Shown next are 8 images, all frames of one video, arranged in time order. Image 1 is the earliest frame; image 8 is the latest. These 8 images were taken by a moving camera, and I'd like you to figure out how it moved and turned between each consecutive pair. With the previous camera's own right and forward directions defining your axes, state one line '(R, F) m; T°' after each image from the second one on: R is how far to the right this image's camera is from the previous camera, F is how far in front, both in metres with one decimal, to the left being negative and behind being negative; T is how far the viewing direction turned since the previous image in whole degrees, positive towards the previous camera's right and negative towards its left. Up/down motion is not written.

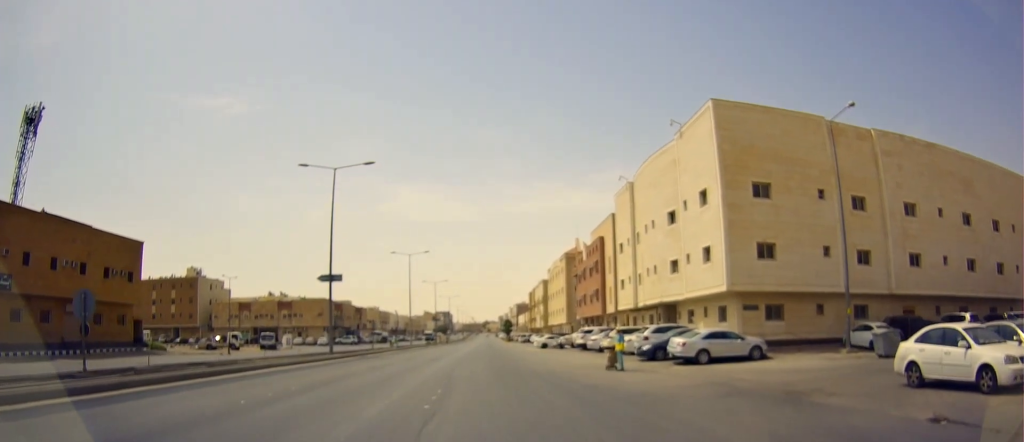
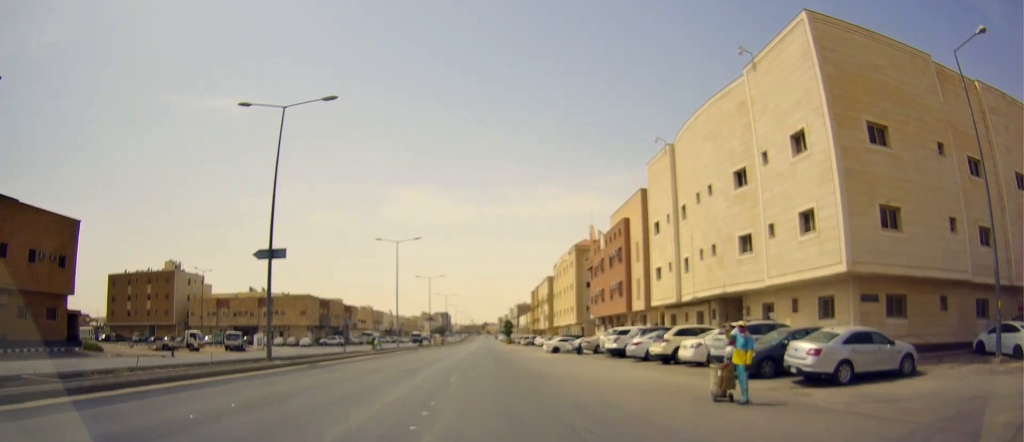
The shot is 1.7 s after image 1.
(+0.6, +10.6) m; +2°
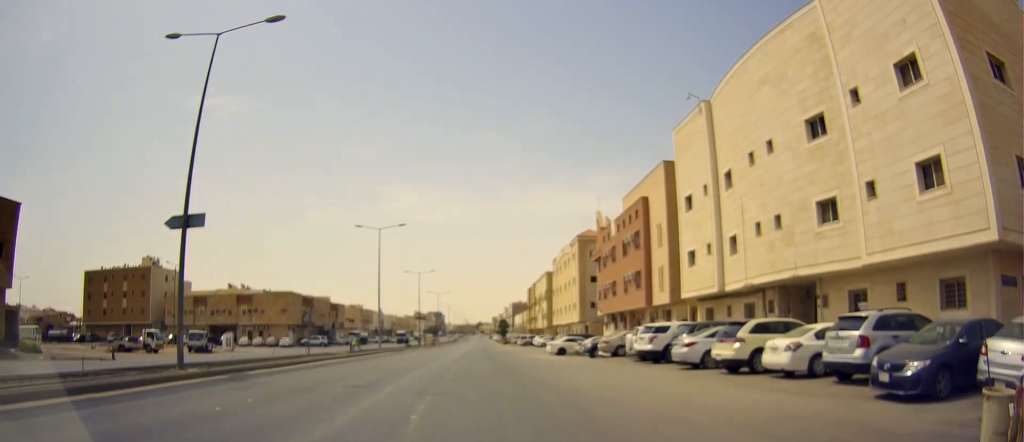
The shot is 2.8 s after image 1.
(-0.3, +7.9) m; -2°
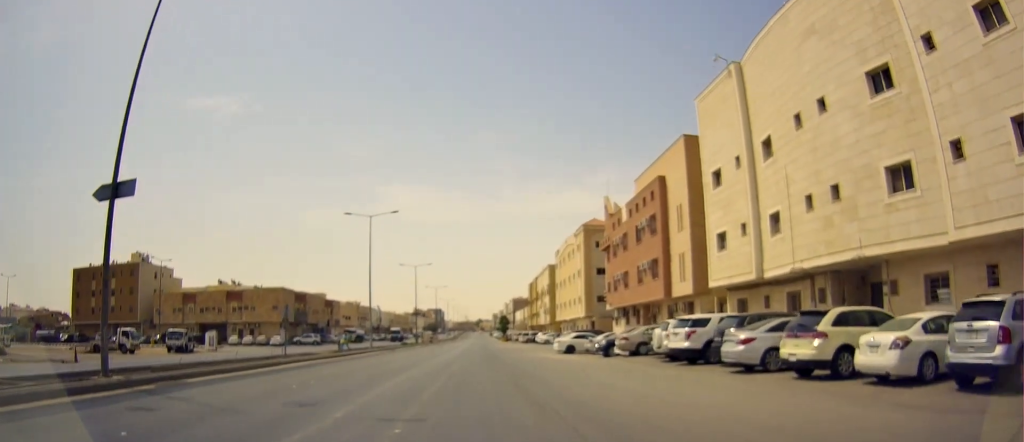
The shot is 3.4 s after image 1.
(+0.3, +4.5) m; -1°
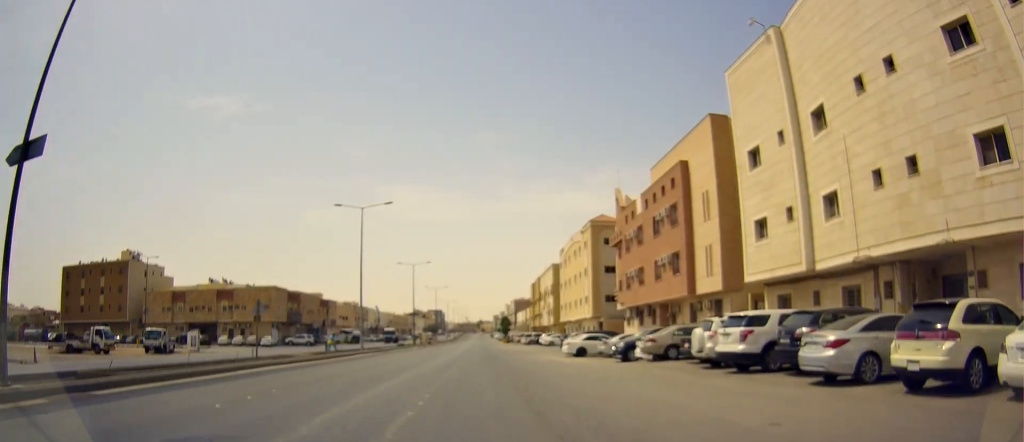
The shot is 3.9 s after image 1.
(-0.4, +4.4) m; 0°
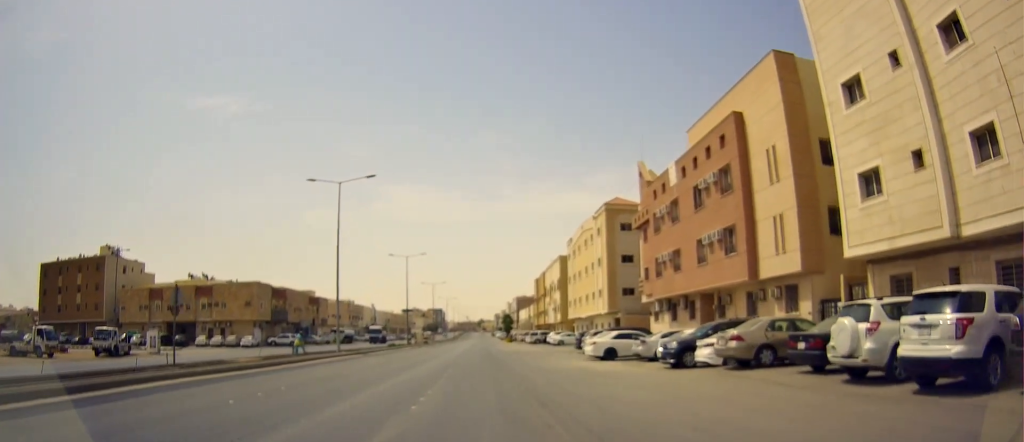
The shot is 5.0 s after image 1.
(+0.2, +8.3) m; +2°
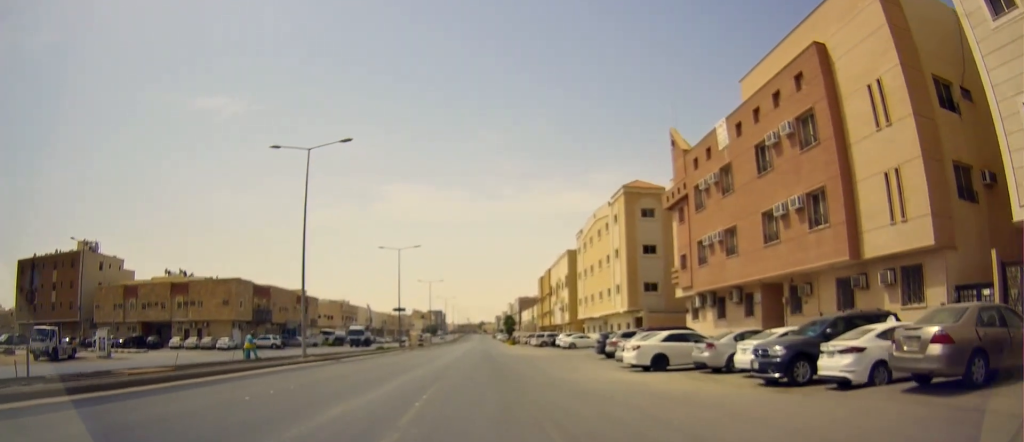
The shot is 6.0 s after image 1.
(+0.1, +8.2) m; +1°
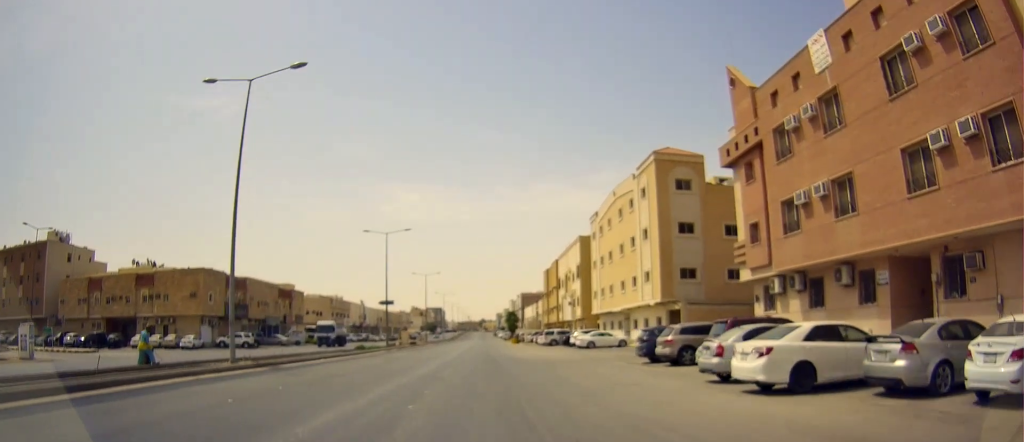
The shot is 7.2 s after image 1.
(+0.1, +10.1) m; -4°
